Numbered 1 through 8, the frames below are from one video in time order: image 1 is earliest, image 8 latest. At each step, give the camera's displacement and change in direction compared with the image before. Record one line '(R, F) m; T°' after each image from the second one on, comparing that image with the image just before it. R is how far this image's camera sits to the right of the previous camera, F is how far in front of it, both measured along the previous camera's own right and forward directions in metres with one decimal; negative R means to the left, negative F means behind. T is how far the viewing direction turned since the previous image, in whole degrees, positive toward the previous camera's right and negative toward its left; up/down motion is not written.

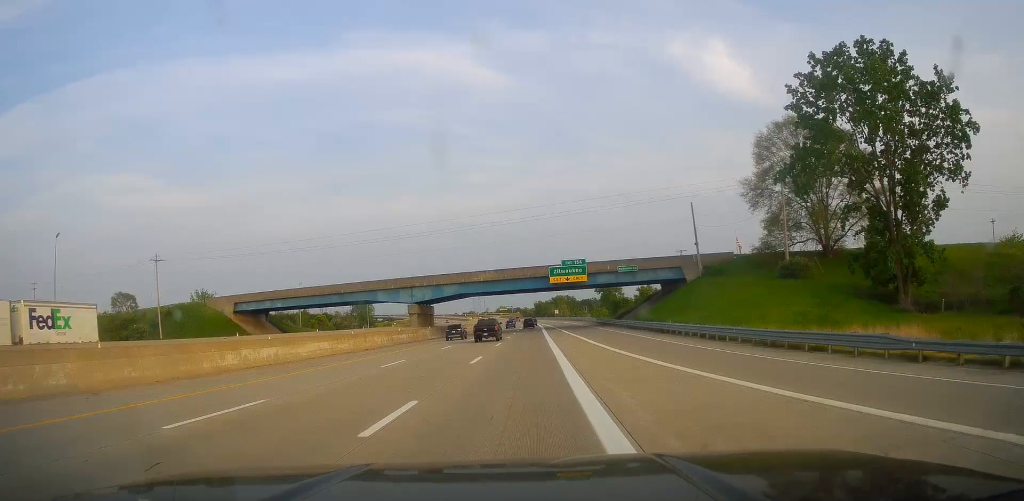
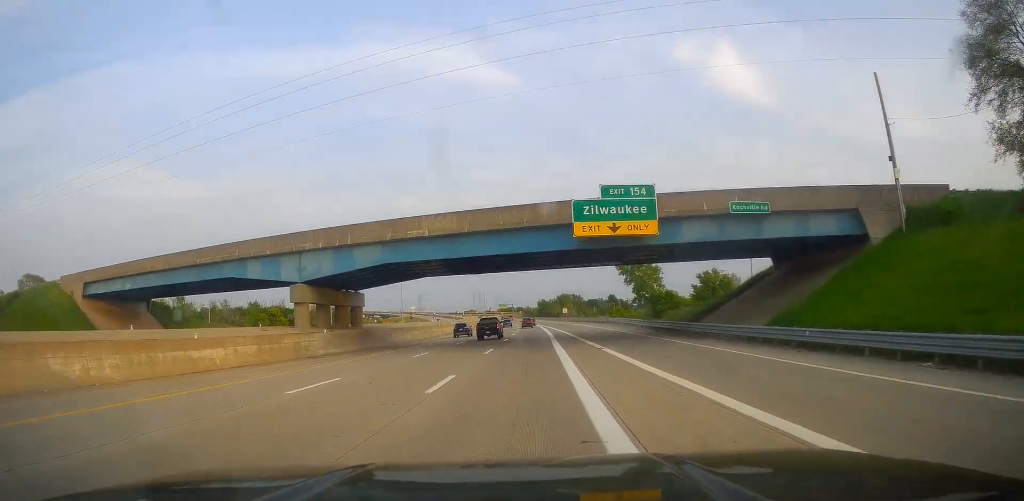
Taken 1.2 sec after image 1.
(-0.7, +40.6) m; -1°
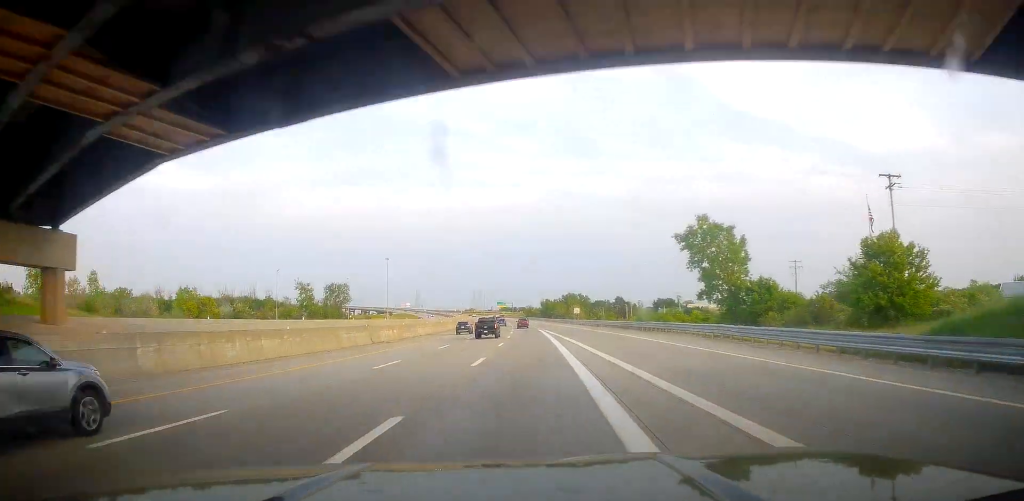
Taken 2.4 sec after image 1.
(+0.2, +38.5) m; 0°
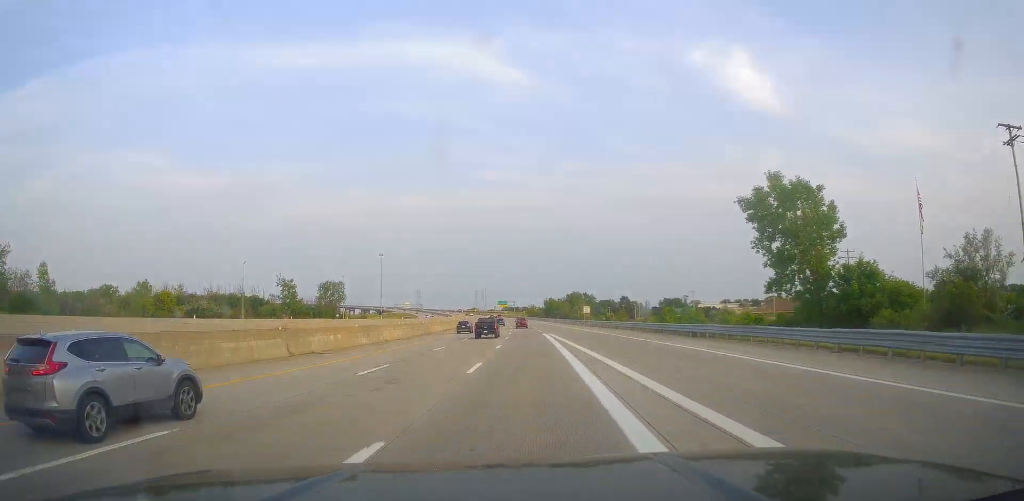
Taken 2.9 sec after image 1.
(+0.3, +17.6) m; 0°
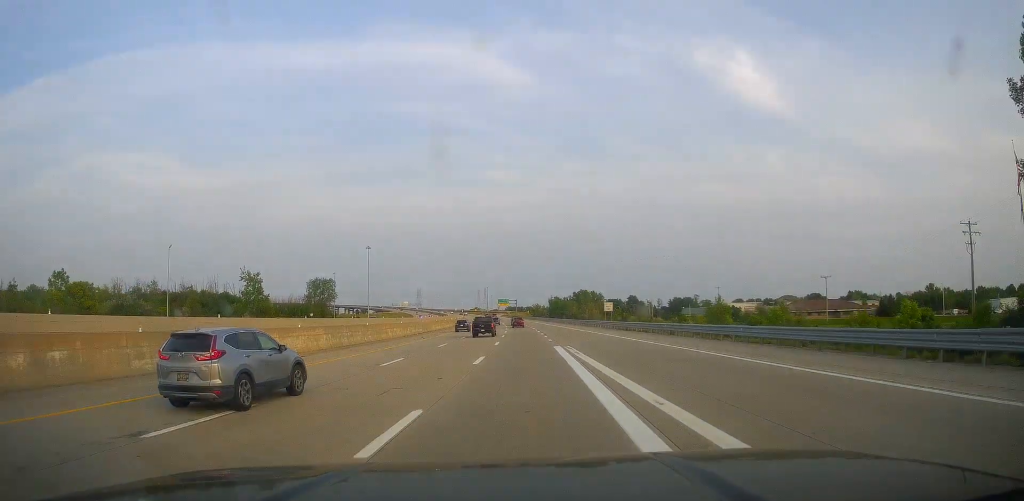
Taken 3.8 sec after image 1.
(-0.5, +27.5) m; -1°
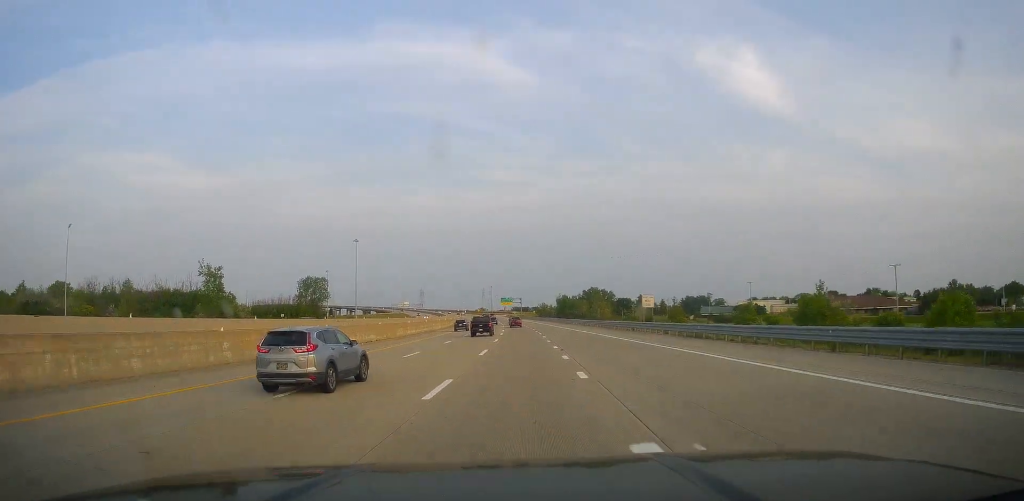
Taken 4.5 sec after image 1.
(-0.3, +25.2) m; 0°
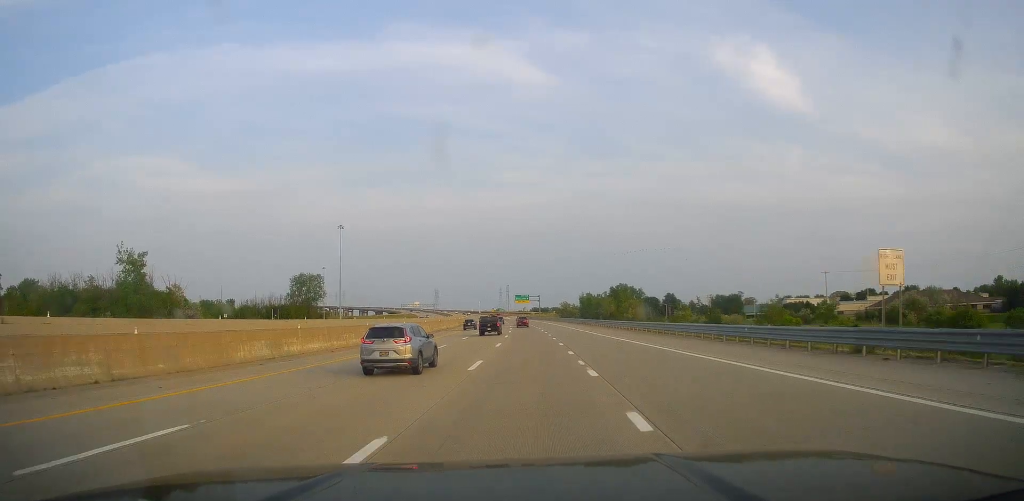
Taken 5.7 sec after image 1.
(0.0, +38.3) m; 0°
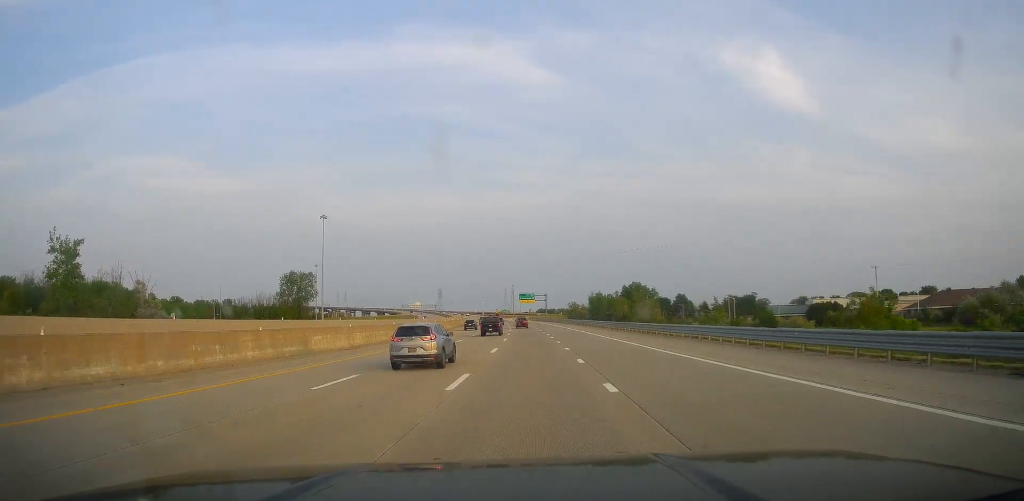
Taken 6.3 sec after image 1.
(0.0, +20.8) m; -1°
